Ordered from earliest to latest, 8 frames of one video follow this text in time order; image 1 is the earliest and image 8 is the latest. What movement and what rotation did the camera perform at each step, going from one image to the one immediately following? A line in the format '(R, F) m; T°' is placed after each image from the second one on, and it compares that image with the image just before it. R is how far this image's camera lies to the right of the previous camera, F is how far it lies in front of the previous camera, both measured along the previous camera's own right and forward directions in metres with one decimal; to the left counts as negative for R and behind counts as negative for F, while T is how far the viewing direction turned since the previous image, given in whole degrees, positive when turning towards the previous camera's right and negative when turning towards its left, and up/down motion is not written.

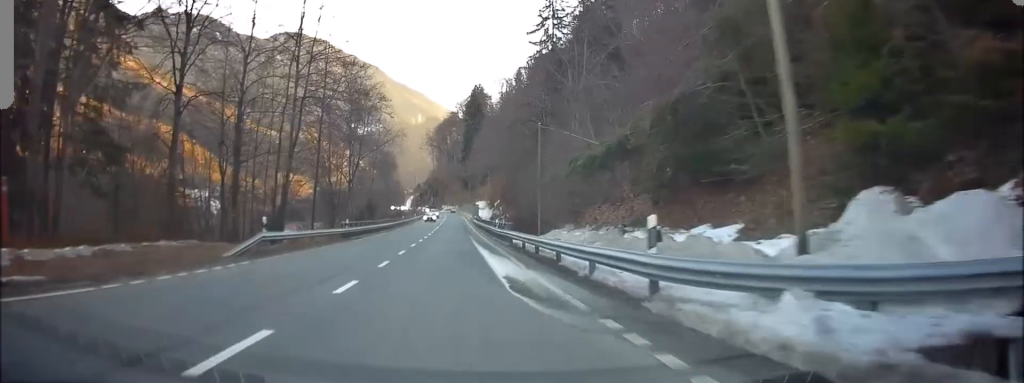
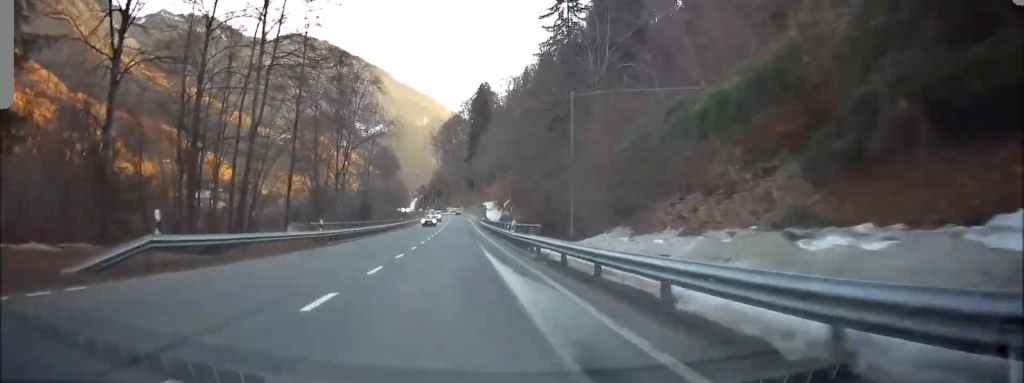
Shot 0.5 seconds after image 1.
(-0.2, +7.9) m; -3°
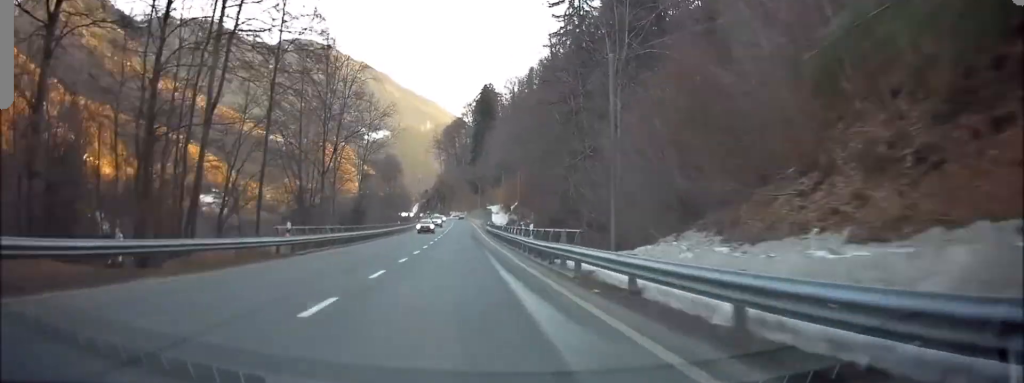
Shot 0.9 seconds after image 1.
(-0.1, +6.4) m; -3°
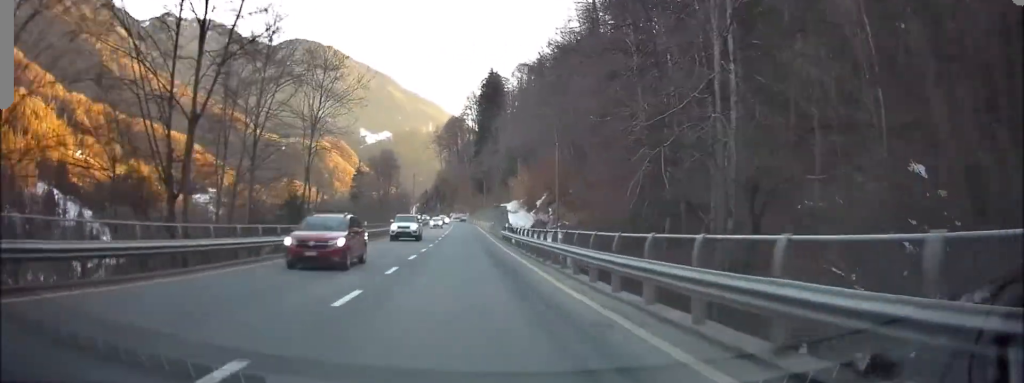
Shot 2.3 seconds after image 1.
(-1.8, +22.0) m; -6°
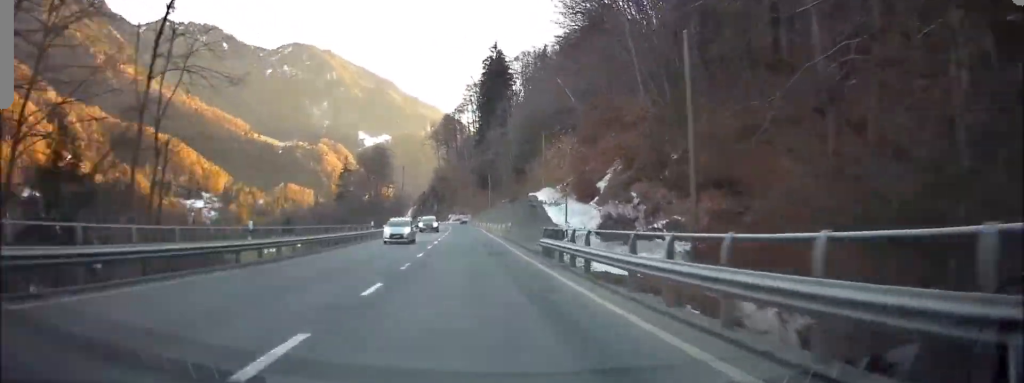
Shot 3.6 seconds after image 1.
(+0.8, +21.5) m; +2°
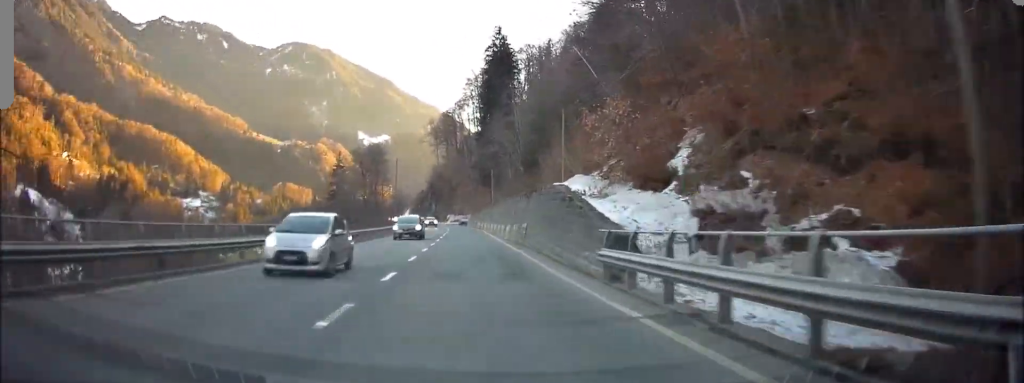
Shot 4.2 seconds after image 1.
(+0.6, +9.1) m; -2°
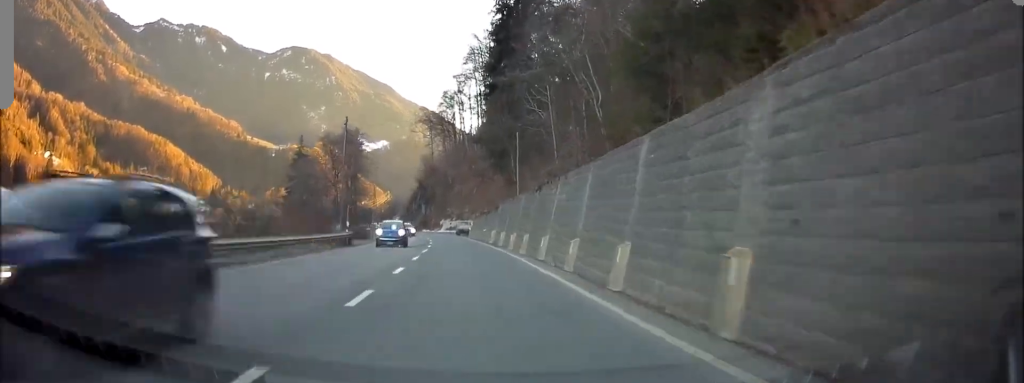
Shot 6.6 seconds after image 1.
(-0.5, +39.1) m; +5°
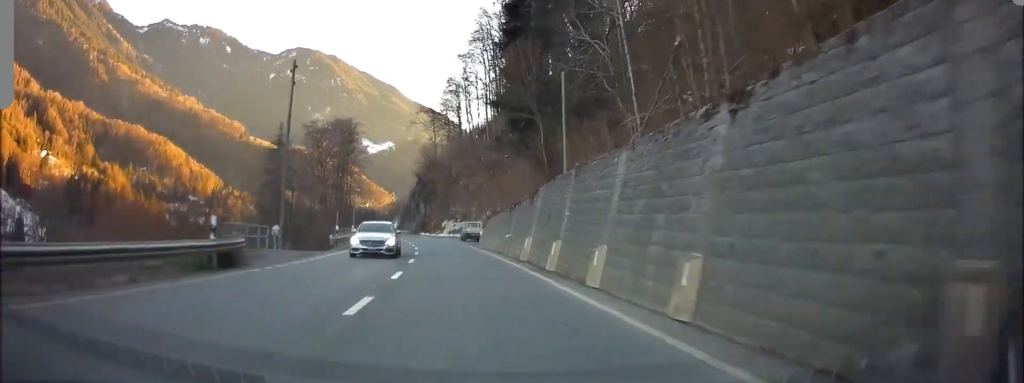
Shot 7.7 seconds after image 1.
(+0.2, +18.5) m; -1°
